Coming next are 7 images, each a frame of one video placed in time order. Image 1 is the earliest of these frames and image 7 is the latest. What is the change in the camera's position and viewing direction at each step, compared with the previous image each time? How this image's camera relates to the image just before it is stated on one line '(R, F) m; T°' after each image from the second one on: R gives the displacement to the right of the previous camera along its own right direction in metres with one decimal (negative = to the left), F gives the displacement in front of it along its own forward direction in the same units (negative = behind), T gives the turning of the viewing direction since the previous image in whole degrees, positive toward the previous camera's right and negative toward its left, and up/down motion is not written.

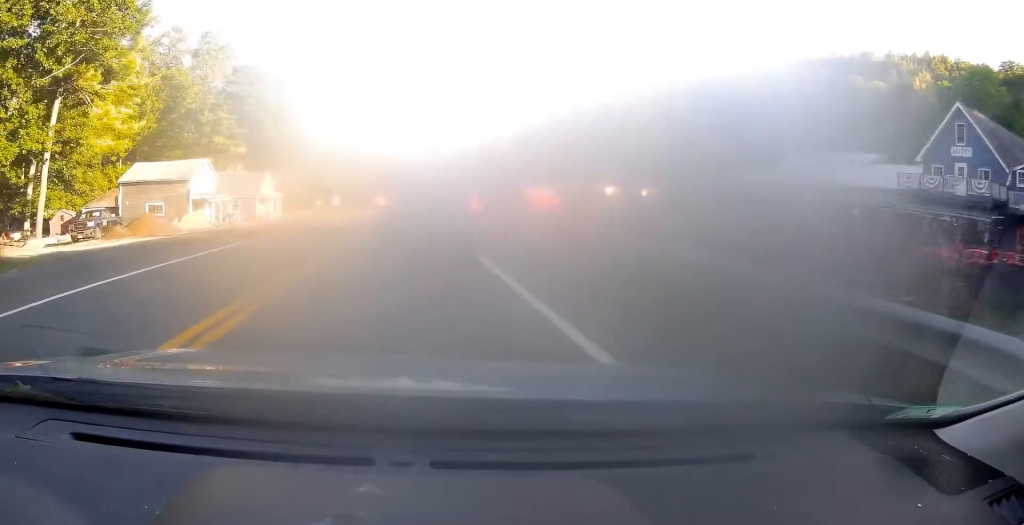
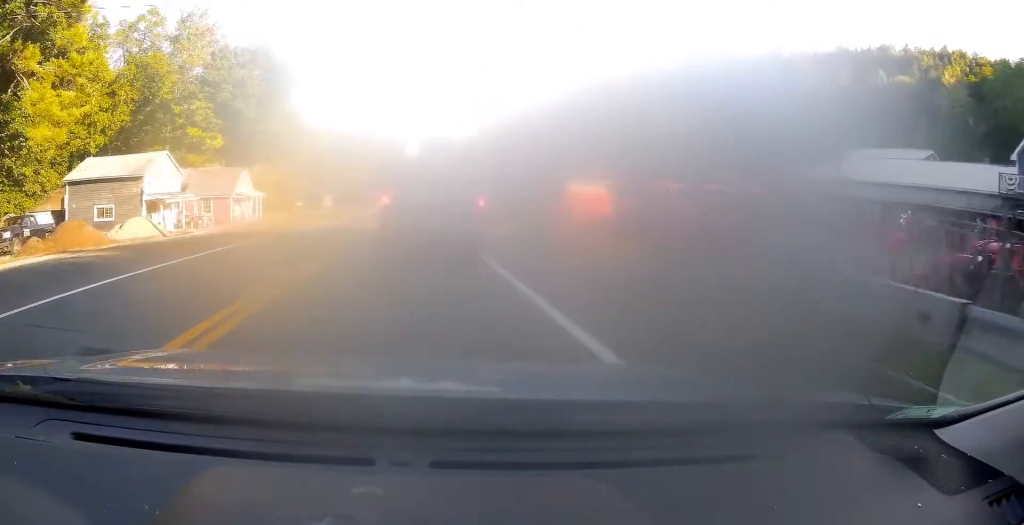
(-0.2, +8.5) m; -1°
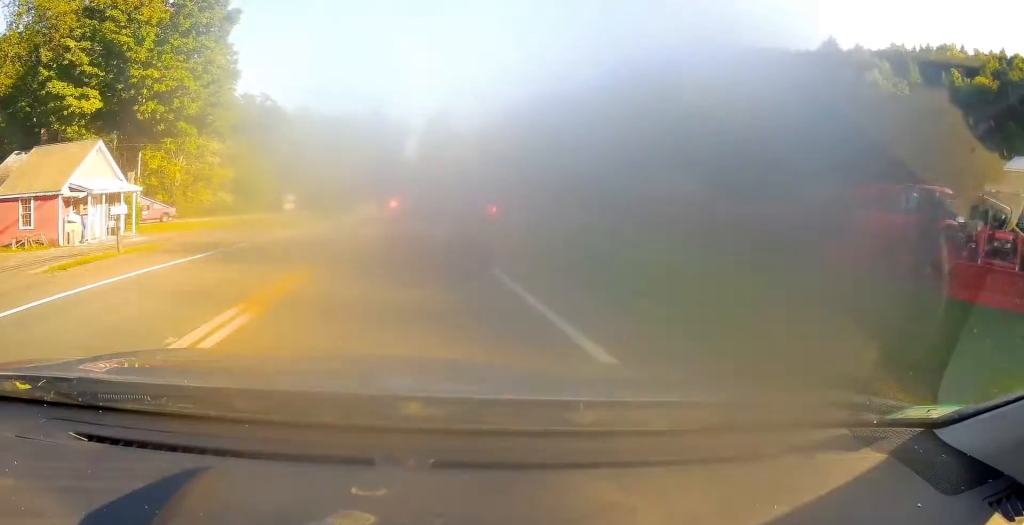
(-0.3, +26.4) m; +1°
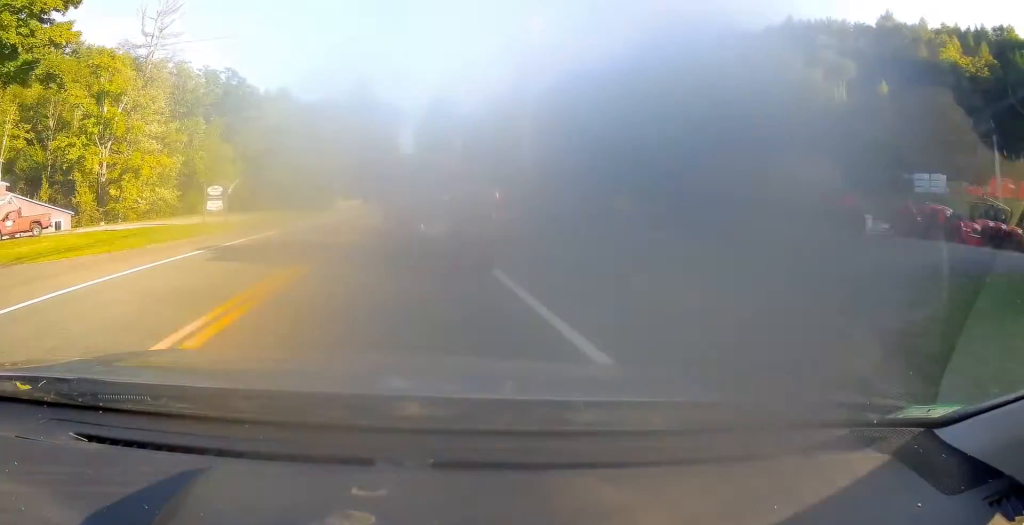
(+0.2, +22.0) m; +1°
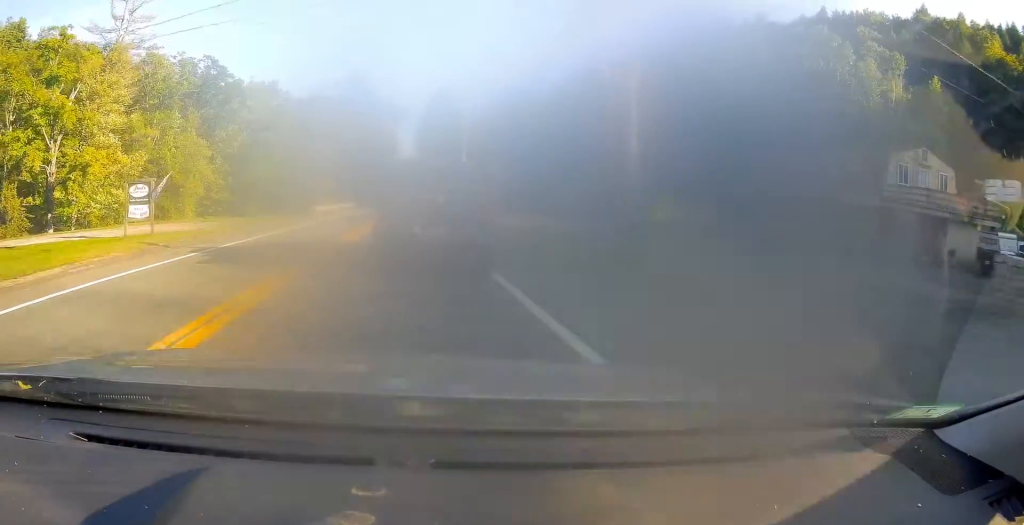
(0.0, +10.5) m; 0°
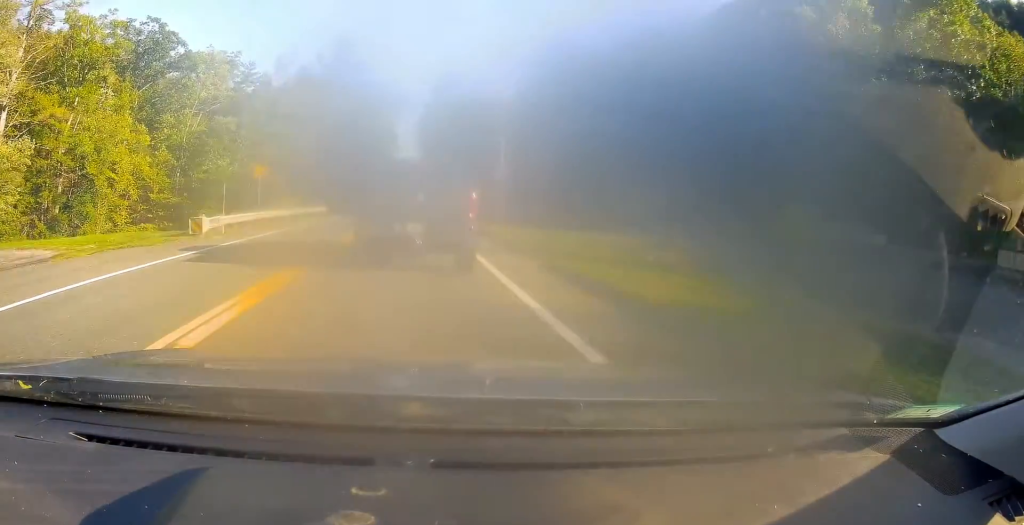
(0.0, +22.7) m; +1°
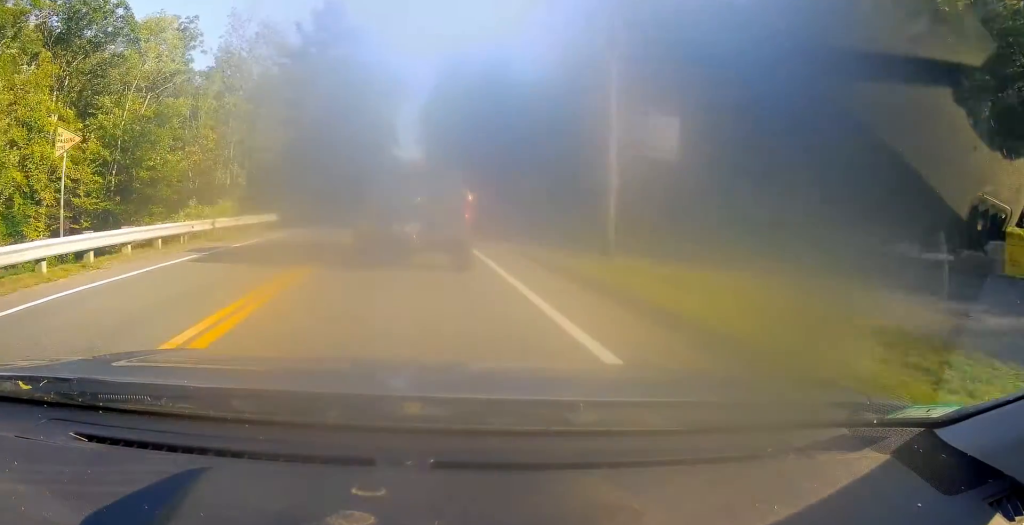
(+0.2, +18.4) m; 0°
